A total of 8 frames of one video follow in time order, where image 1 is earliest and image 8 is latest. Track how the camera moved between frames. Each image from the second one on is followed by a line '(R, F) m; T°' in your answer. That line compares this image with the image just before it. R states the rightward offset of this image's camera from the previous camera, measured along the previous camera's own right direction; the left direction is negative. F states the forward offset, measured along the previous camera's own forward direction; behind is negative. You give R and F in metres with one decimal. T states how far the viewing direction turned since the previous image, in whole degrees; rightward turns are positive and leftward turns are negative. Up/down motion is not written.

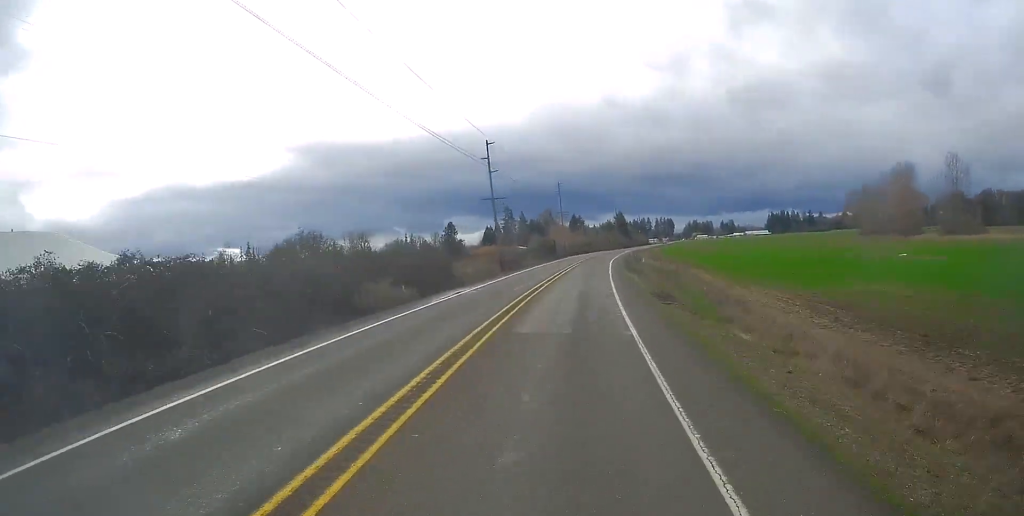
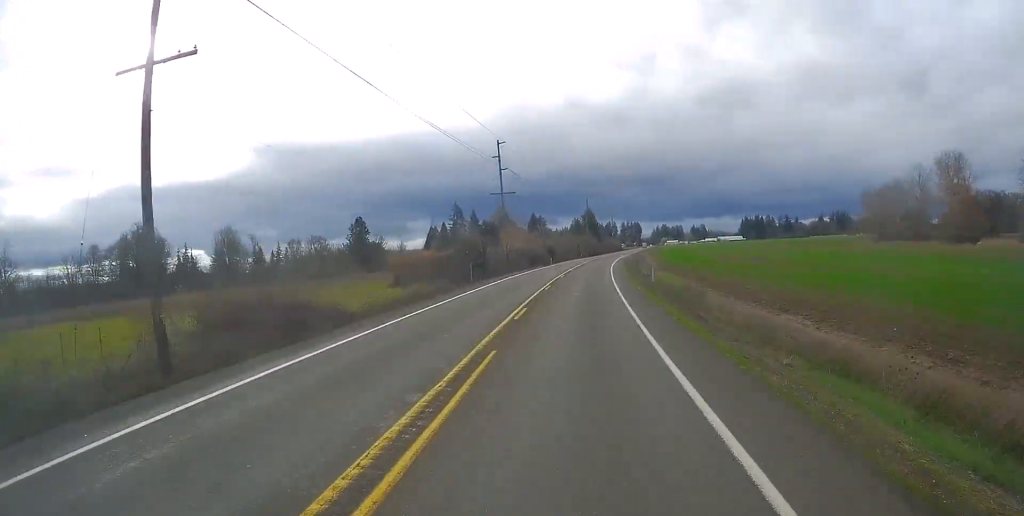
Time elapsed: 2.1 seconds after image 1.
(+1.9, +55.2) m; +4°
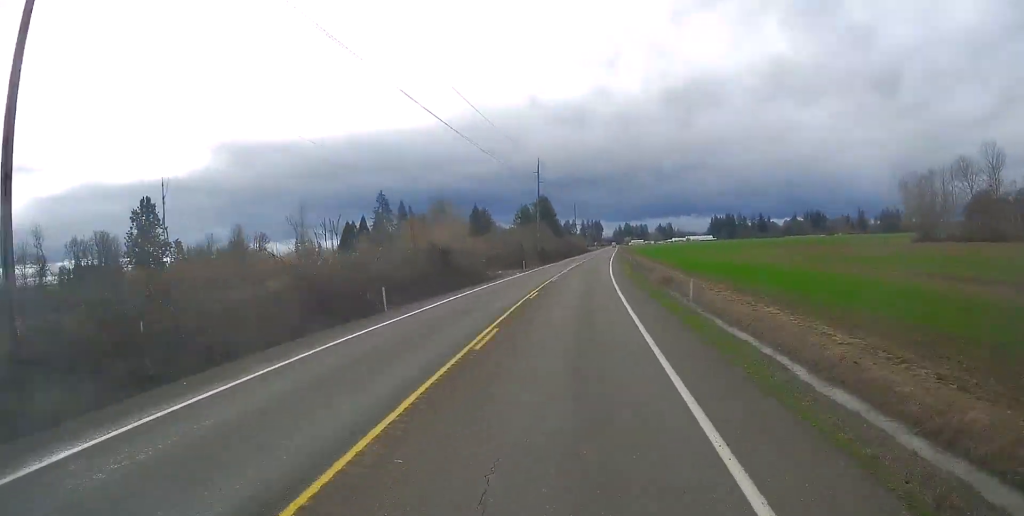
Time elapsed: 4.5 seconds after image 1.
(+1.4, +62.1) m; +4°
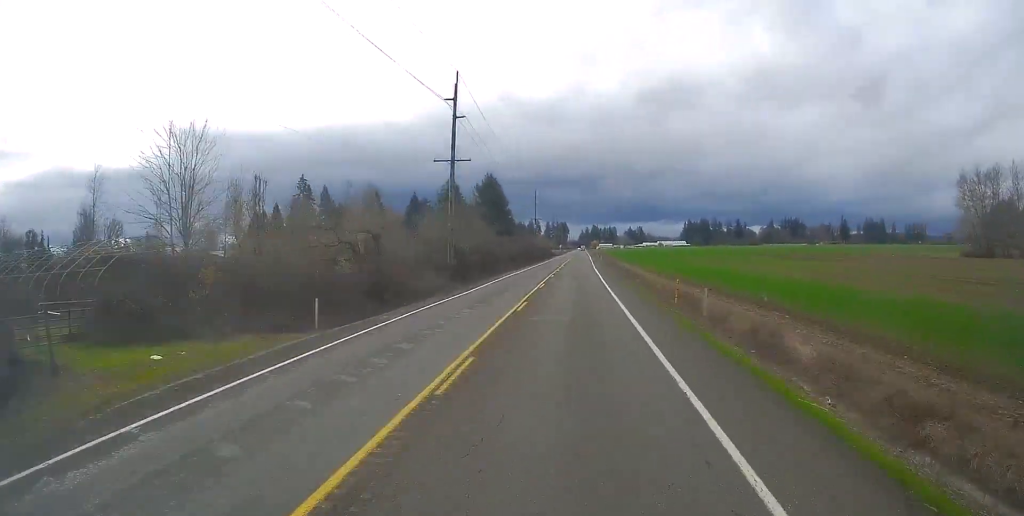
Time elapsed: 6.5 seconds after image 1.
(+2.3, +51.7) m; +2°
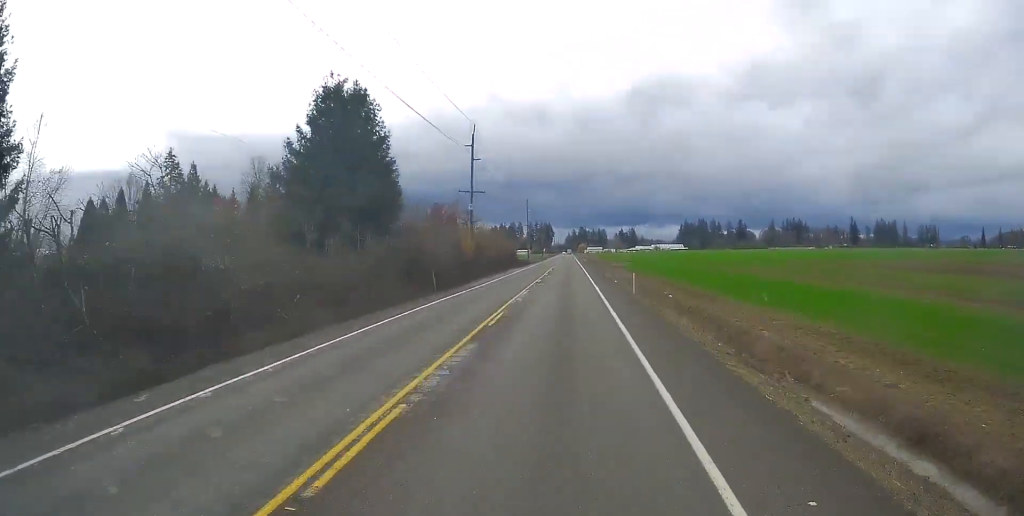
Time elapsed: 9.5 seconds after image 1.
(+3.0, +75.9) m; +2°
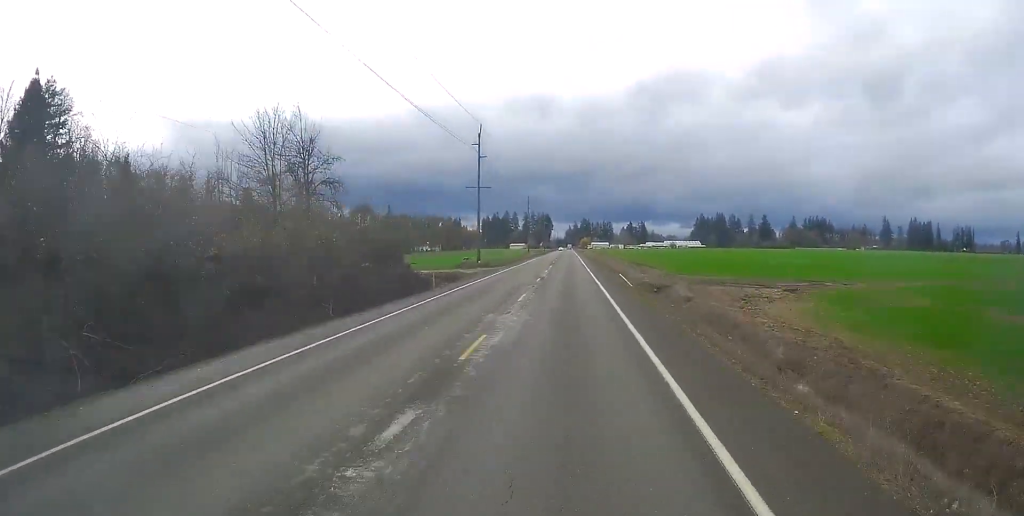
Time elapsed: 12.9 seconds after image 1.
(+0.1, +89.9) m; 0°
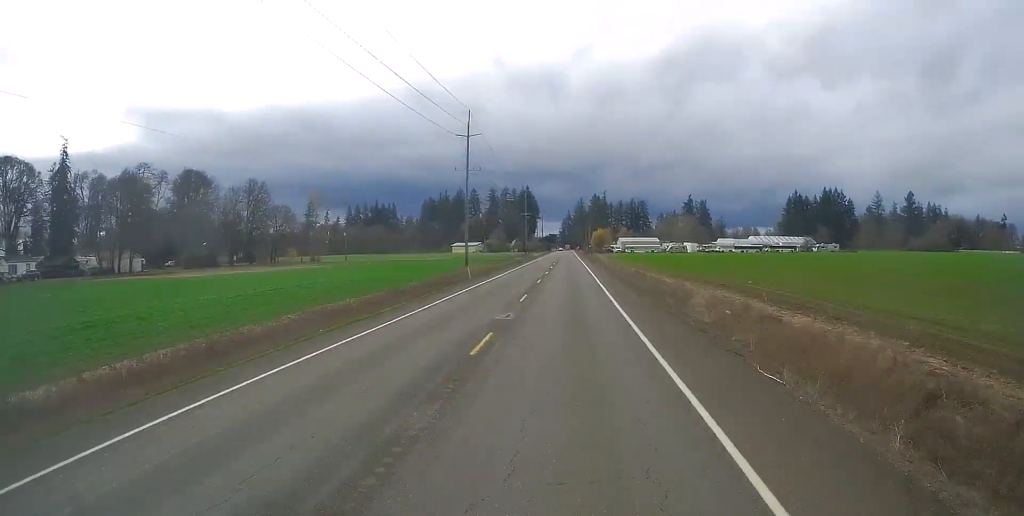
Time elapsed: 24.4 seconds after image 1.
(-0.6, +298.3) m; 0°
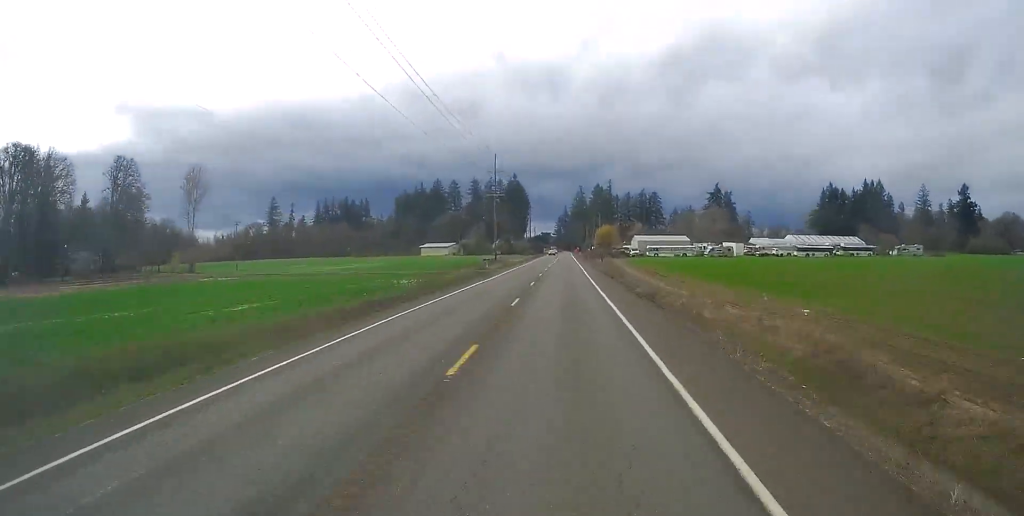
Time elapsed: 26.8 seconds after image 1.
(+0.4, +63.0) m; 0°
